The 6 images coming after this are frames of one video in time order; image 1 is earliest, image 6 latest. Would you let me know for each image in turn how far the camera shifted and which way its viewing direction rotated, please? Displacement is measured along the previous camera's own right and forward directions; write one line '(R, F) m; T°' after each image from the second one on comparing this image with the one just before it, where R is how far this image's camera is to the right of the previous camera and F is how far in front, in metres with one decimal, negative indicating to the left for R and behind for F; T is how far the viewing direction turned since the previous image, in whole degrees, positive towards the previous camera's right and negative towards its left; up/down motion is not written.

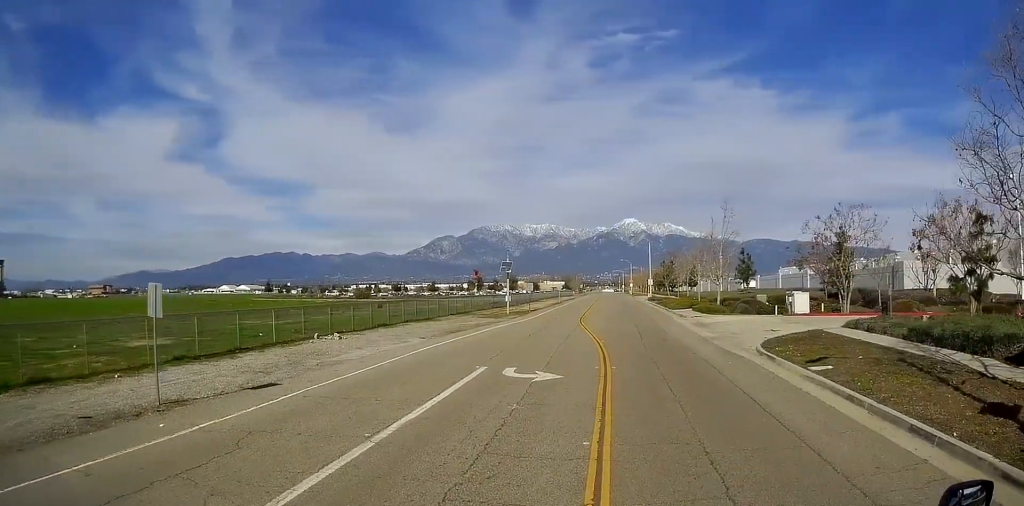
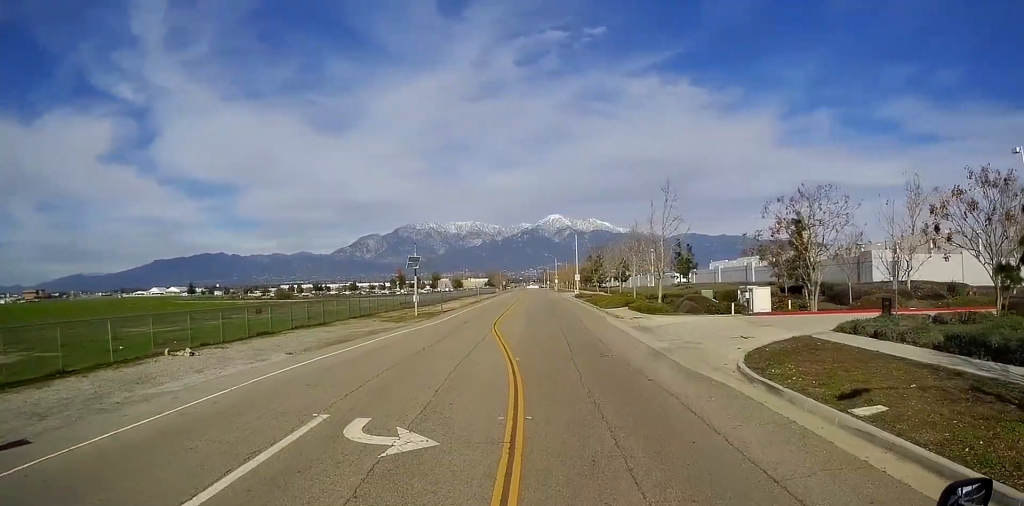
(+1.1, +7.0) m; +6°
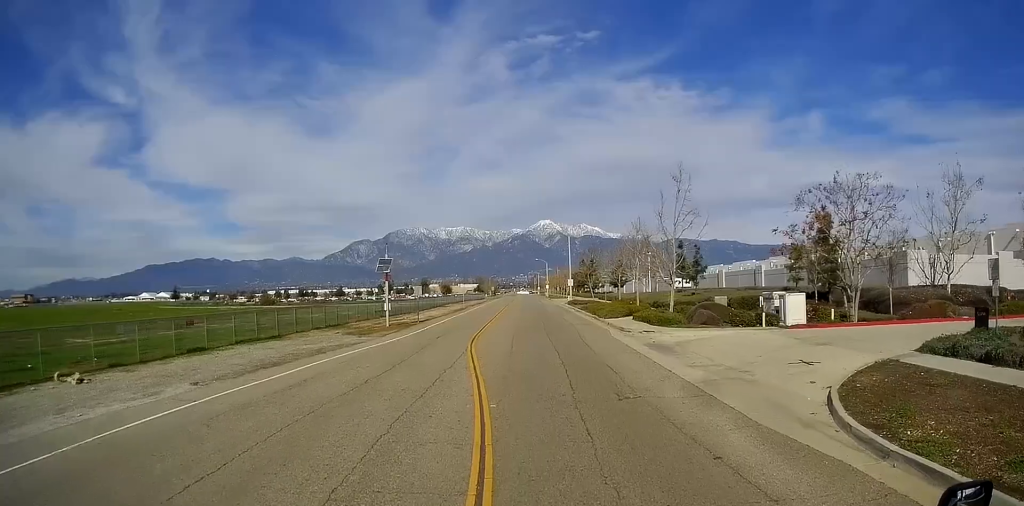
(-0.2, +5.6) m; -2°
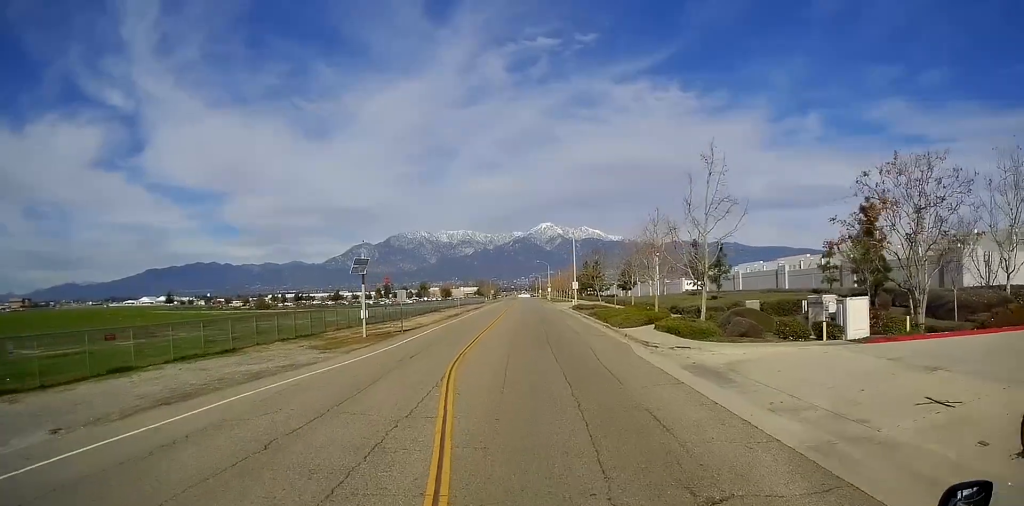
(0.0, +5.0) m; 0°
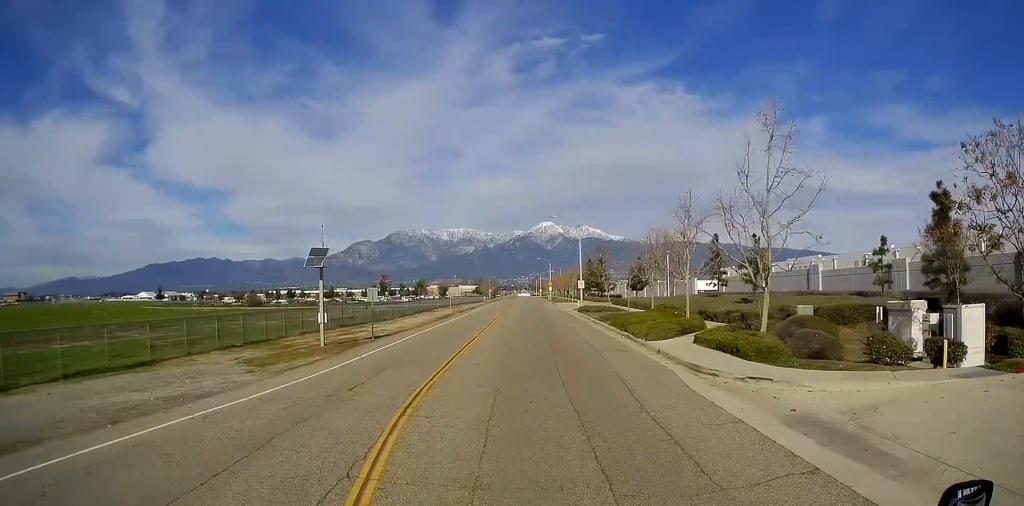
(0.0, +6.9) m; 0°
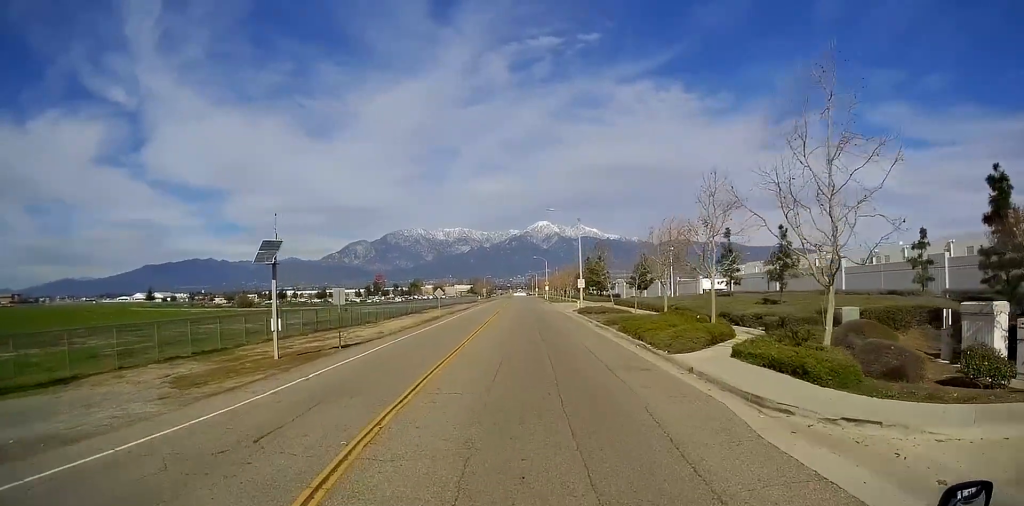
(0.0, +5.3) m; 0°
